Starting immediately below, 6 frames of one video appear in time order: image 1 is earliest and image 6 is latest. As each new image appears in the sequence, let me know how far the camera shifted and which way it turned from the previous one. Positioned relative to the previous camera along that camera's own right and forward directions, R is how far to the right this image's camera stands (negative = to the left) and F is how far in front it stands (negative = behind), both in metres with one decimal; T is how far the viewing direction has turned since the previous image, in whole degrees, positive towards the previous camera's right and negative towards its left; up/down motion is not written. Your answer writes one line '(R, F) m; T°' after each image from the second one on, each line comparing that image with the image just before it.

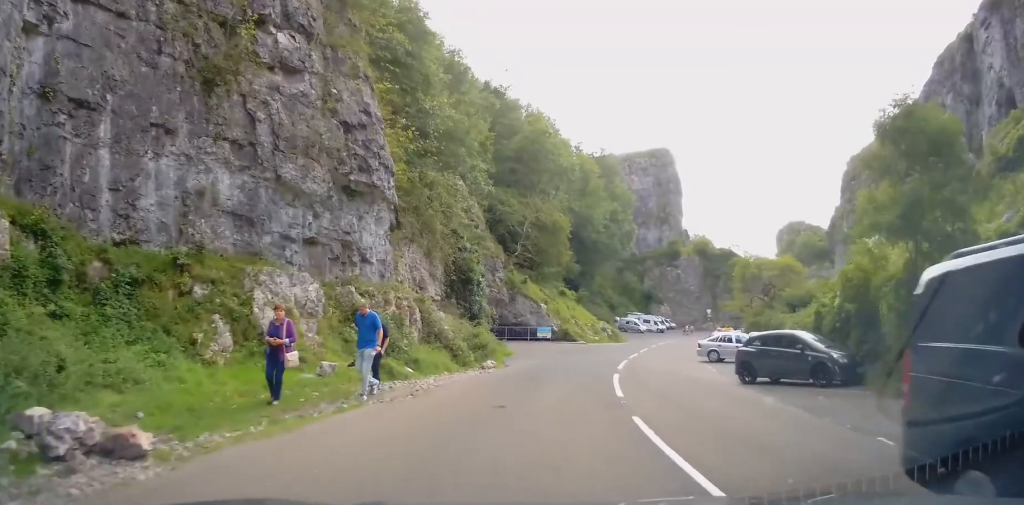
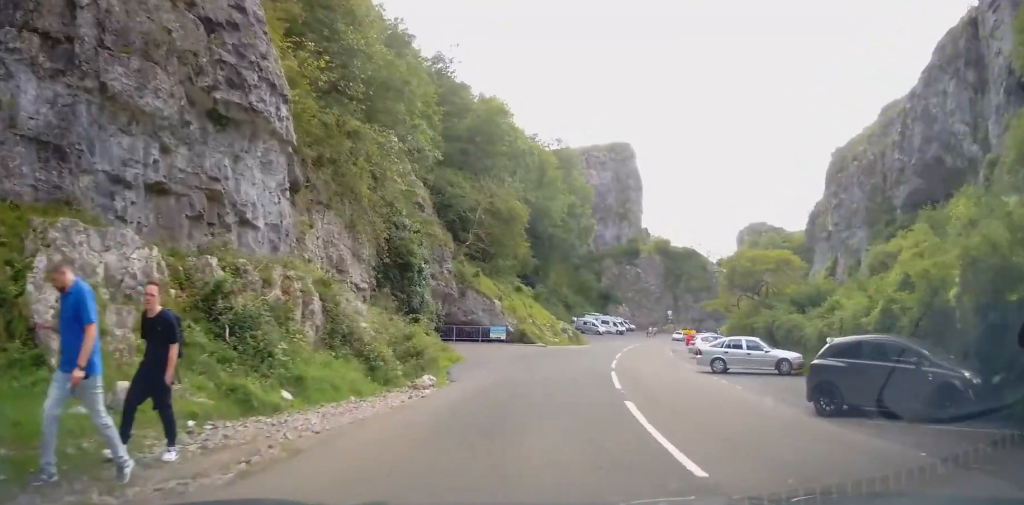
(0.0, +6.9) m; +4°
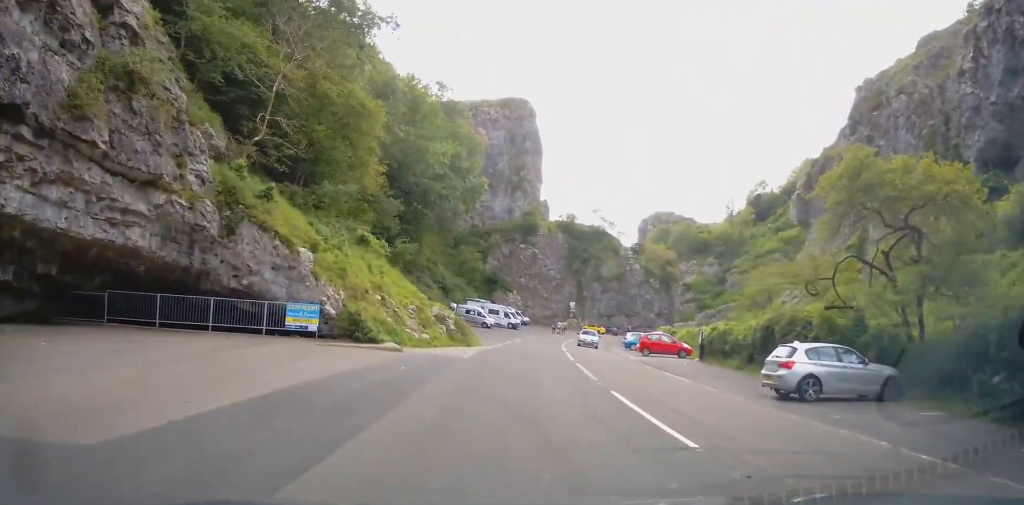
(+2.8, +26.1) m; +10°
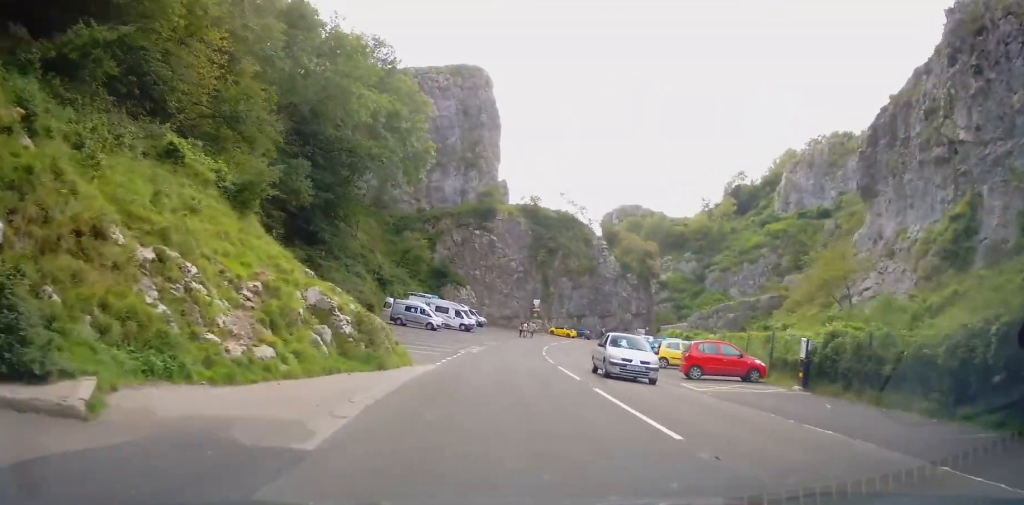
(+0.7, +16.7) m; +5°
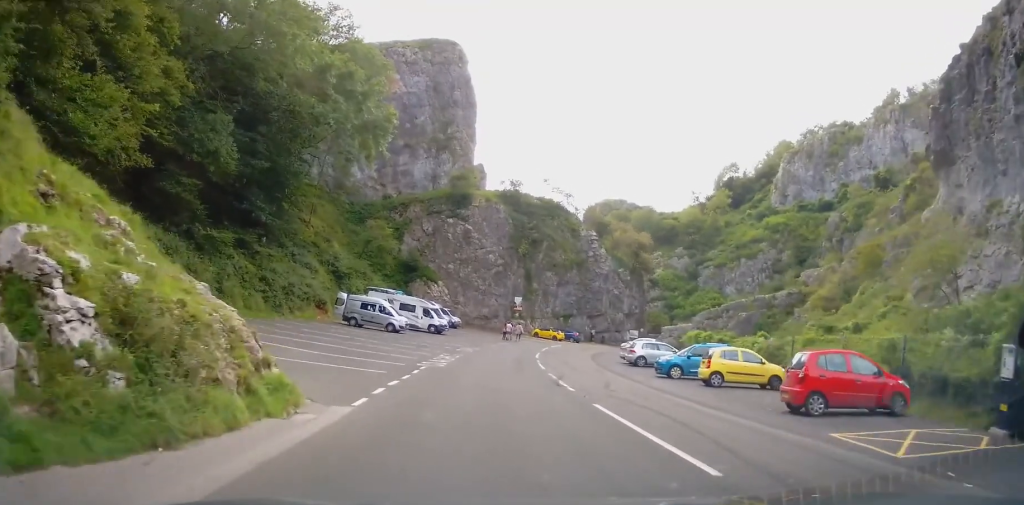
(+0.4, +11.2) m; +3°
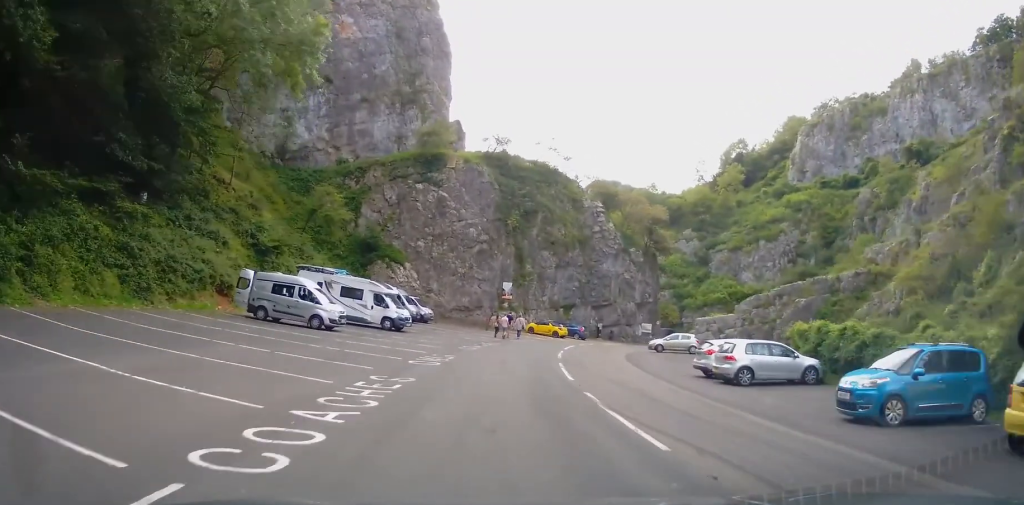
(+0.4, +16.9) m; +1°
